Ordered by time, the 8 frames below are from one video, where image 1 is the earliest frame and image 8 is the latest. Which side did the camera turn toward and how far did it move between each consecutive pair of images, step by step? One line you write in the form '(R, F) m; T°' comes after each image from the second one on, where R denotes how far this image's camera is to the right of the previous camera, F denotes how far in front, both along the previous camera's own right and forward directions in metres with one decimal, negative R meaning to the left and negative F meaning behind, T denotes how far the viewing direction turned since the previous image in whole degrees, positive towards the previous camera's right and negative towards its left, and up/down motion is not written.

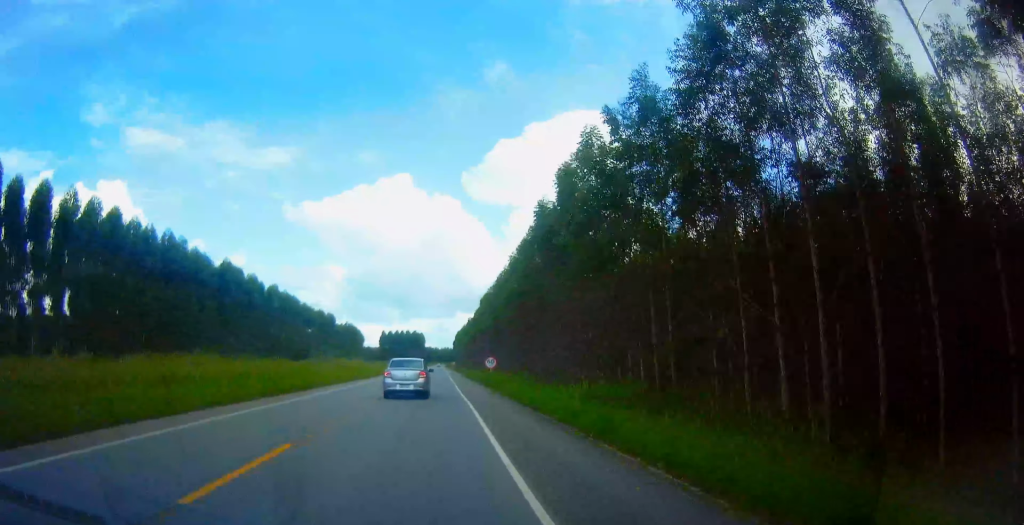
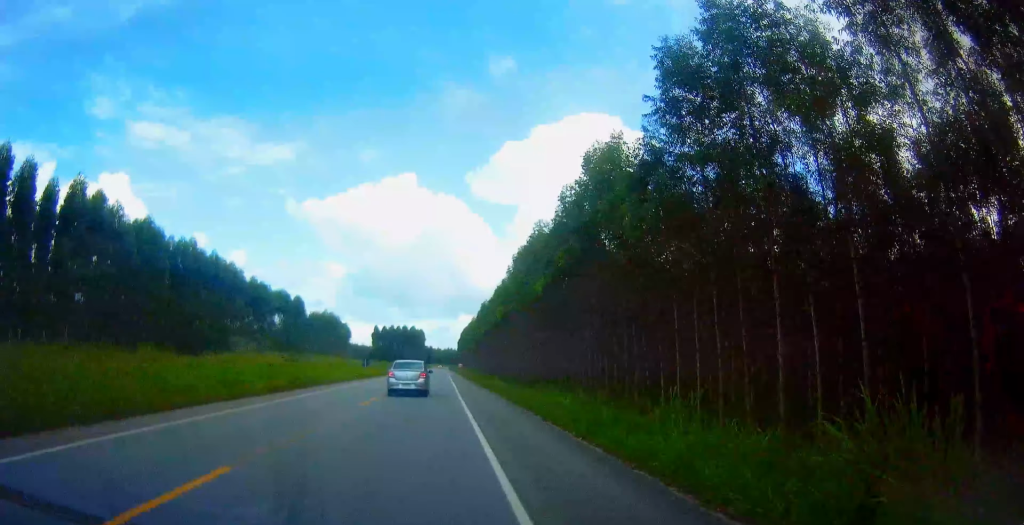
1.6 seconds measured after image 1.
(+0.3, +50.4) m; 0°
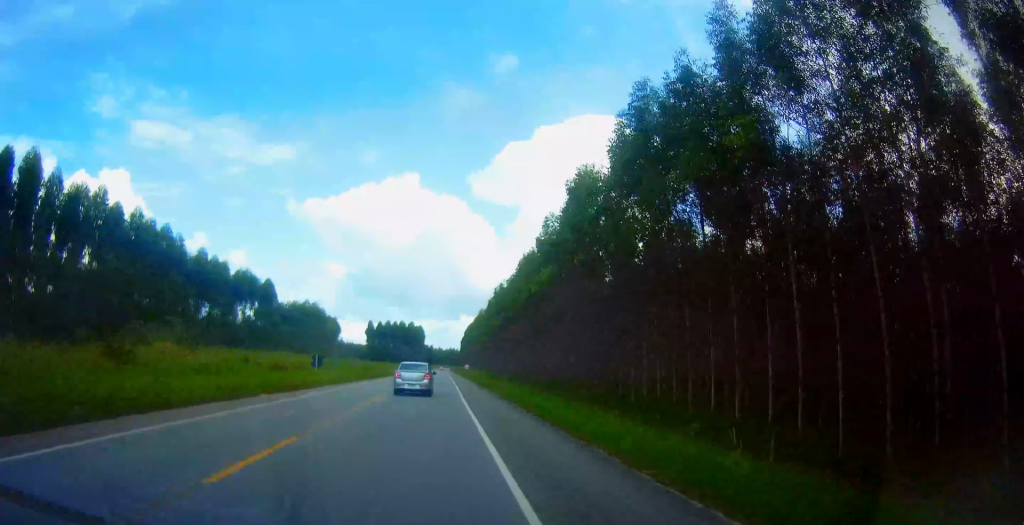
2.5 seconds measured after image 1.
(-0.2, +29.1) m; 0°
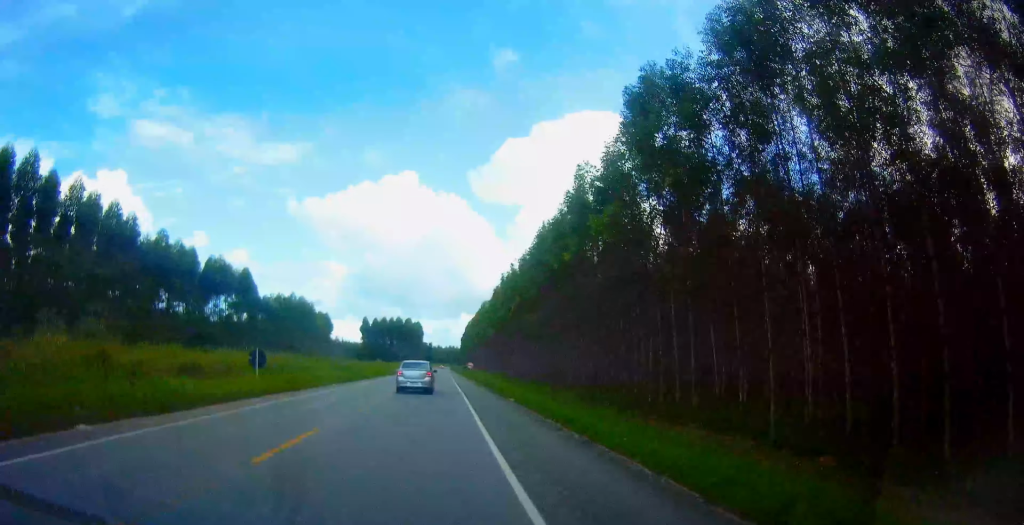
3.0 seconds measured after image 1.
(+0.2, +14.5) m; 0°
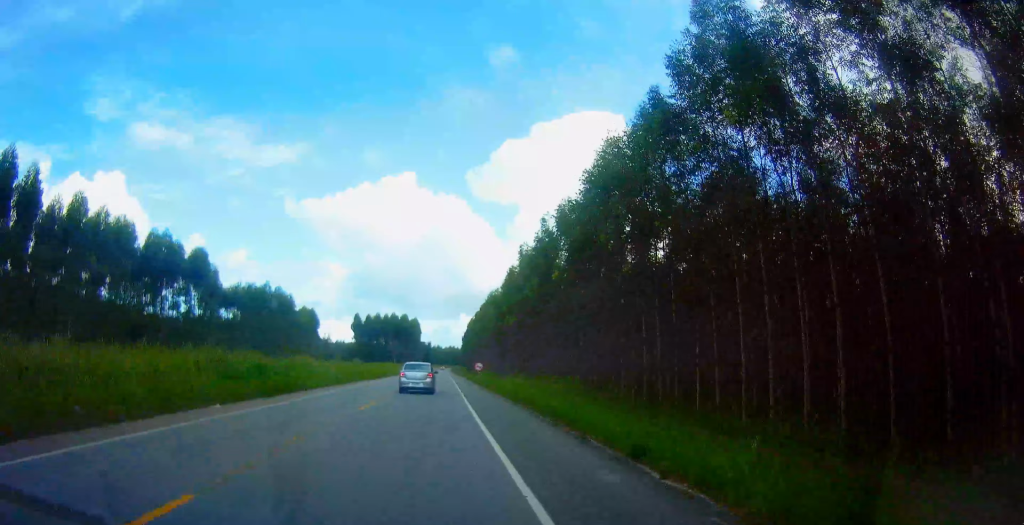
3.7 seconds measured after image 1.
(-0.1, +22.3) m; 0°
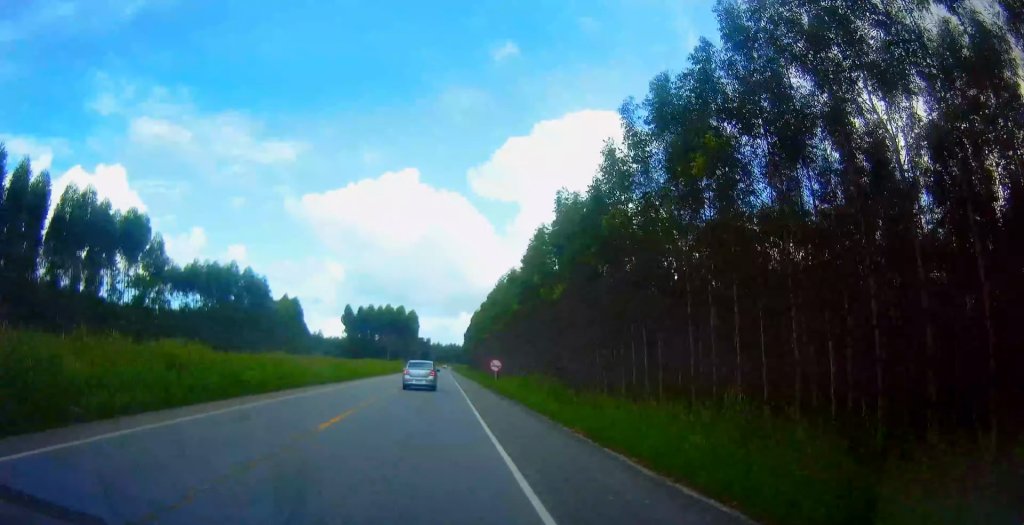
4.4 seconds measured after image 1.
(-0.3, +22.3) m; 0°
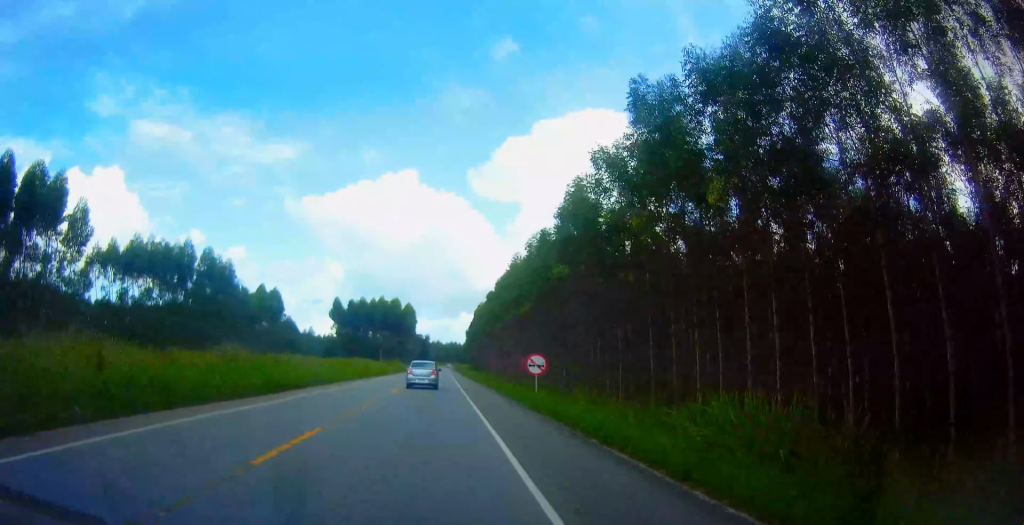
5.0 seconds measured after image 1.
(+0.5, +20.9) m; 0°
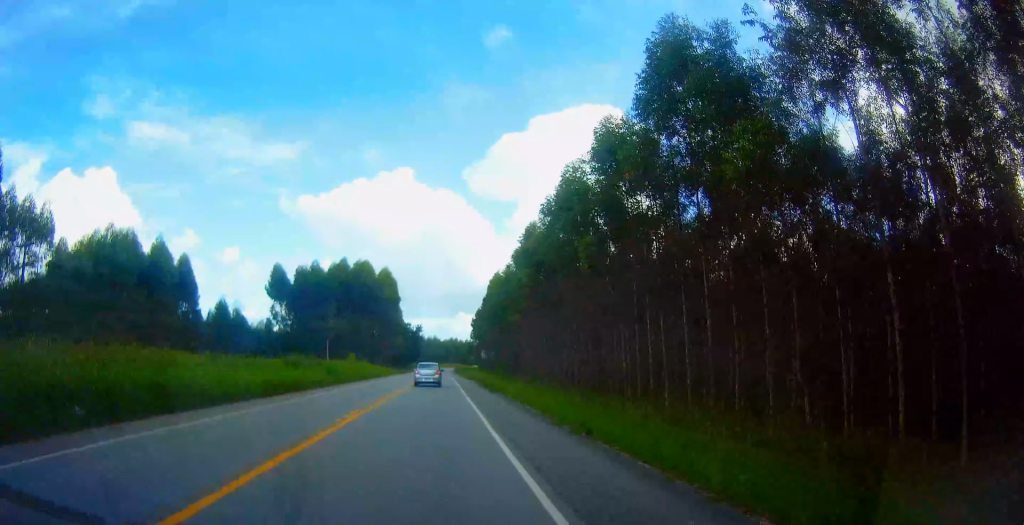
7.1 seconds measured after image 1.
(-0.3, +62.6) m; 0°
